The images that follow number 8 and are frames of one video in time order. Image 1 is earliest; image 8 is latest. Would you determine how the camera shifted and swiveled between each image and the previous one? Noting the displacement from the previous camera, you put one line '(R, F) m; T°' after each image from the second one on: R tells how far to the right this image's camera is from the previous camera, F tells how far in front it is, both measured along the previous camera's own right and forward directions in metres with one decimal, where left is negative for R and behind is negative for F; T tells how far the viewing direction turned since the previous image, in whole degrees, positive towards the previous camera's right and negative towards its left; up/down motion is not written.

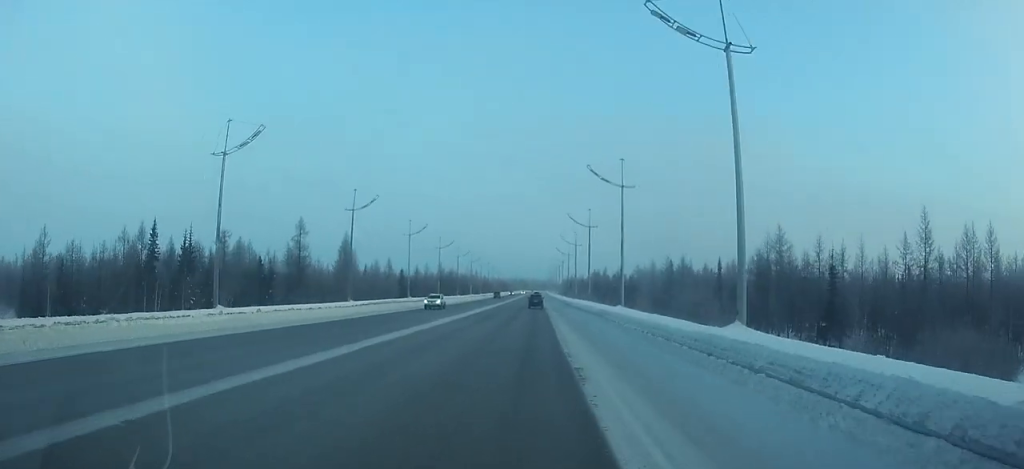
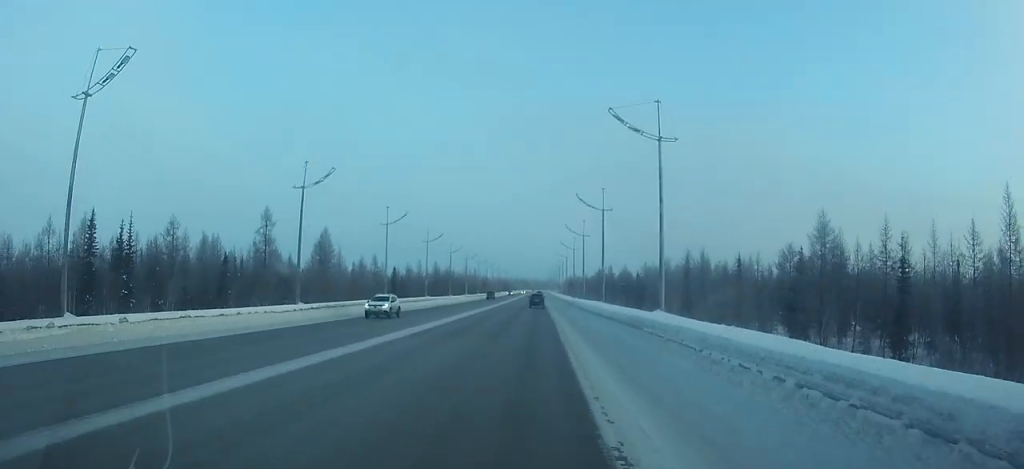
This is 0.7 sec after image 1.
(0.0, +12.8) m; 0°
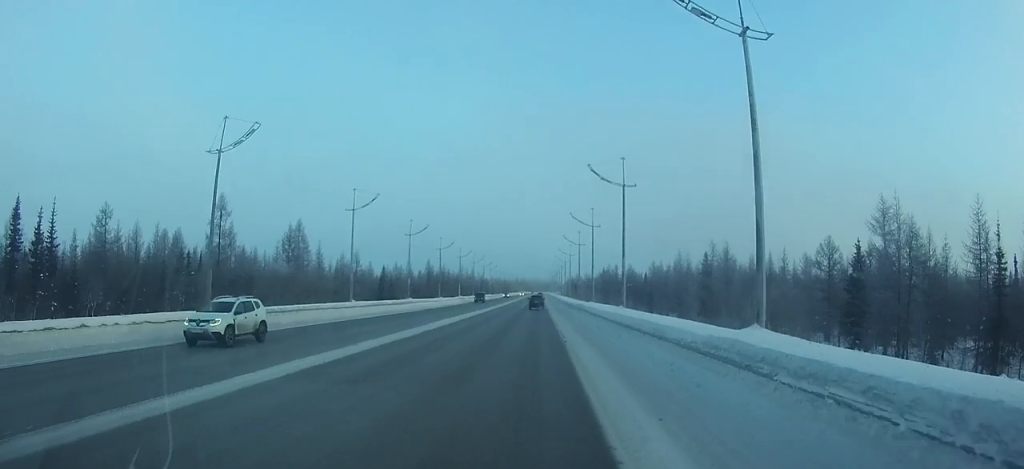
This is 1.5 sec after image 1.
(0.0, +12.8) m; 0°
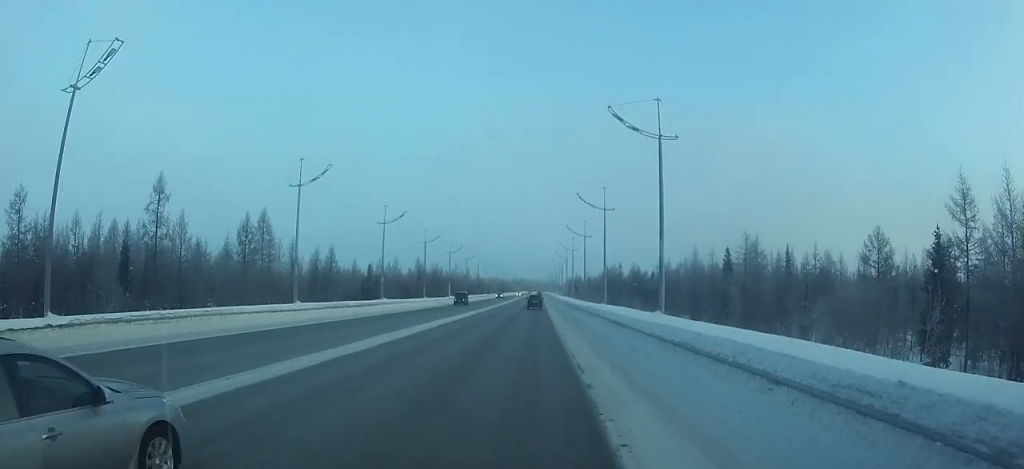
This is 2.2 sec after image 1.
(0.0, +12.9) m; 0°
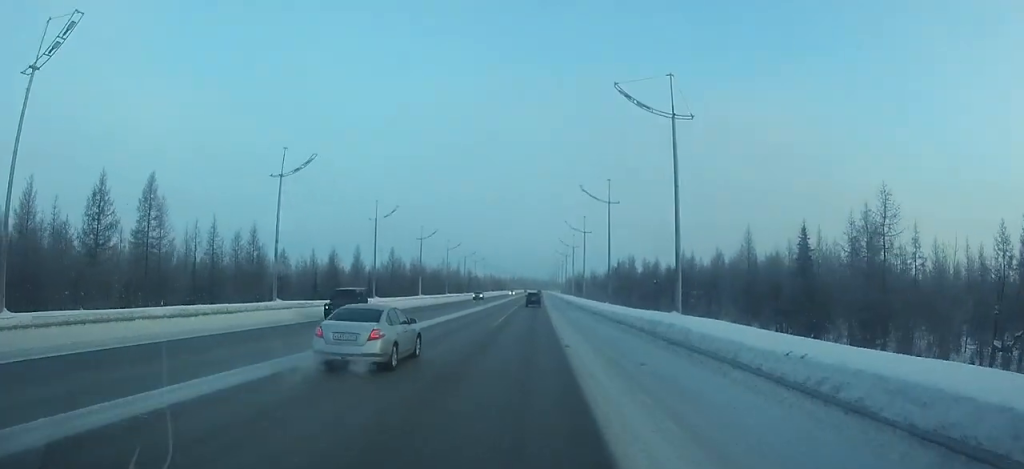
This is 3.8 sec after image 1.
(0.0, +27.6) m; 0°
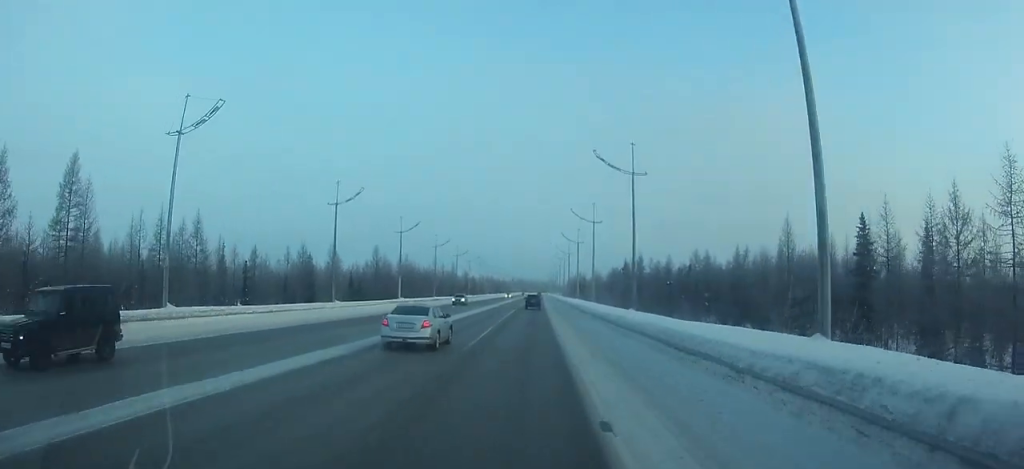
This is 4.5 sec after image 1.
(0.0, +12.9) m; 0°
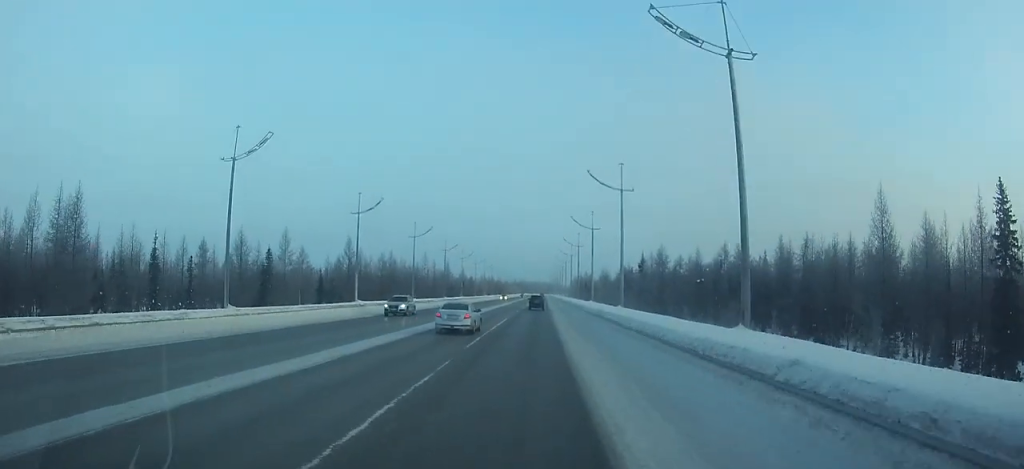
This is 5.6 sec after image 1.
(0.0, +19.2) m; 0°
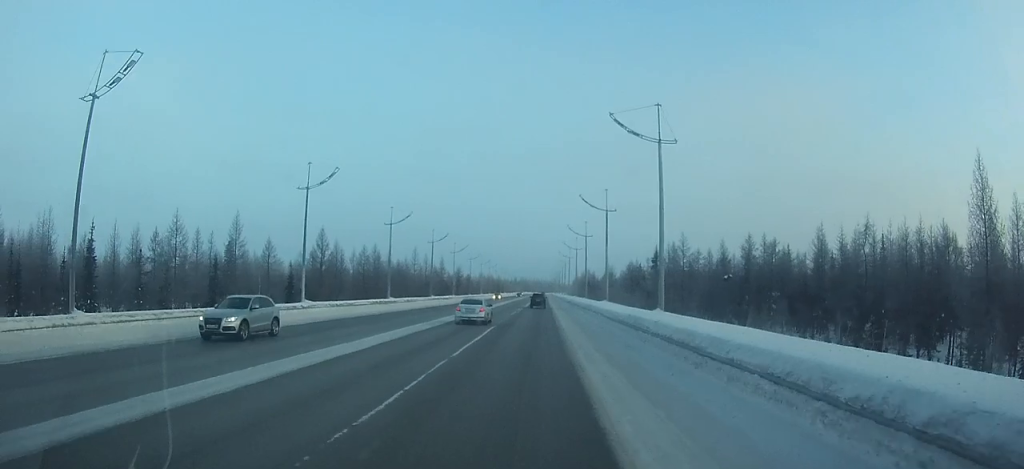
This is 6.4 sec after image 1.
(0.0, +13.4) m; 0°
